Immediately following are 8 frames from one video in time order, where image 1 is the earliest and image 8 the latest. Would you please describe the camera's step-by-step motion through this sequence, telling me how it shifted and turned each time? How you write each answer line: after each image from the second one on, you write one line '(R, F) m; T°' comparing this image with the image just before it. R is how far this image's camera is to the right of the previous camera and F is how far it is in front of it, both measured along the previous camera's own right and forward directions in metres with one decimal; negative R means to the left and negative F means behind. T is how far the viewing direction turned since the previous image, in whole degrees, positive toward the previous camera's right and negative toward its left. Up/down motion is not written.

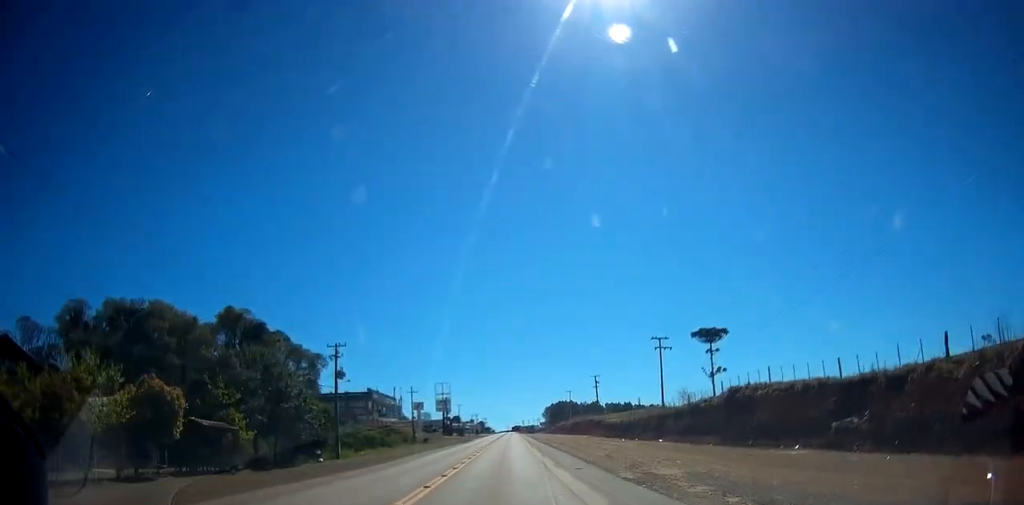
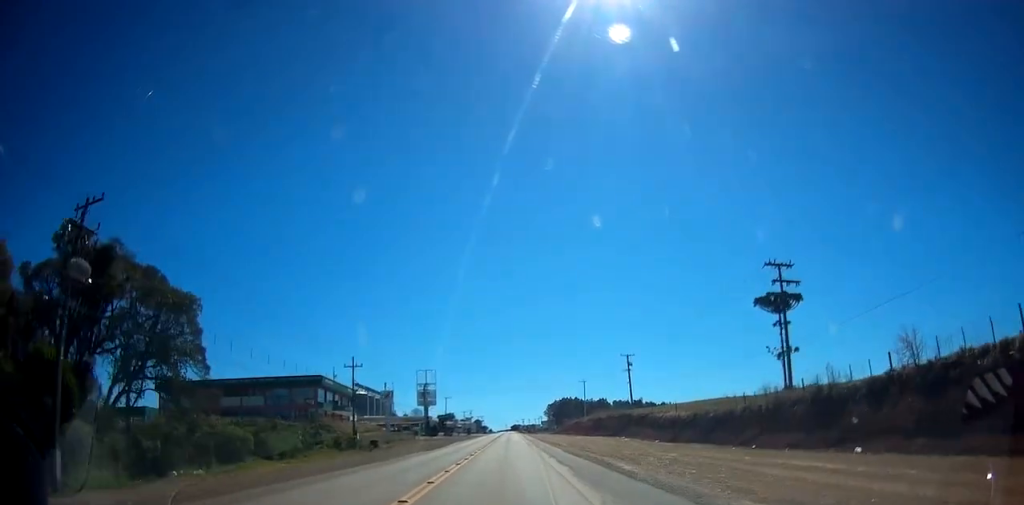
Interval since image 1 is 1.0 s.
(+0.2, +36.8) m; +1°
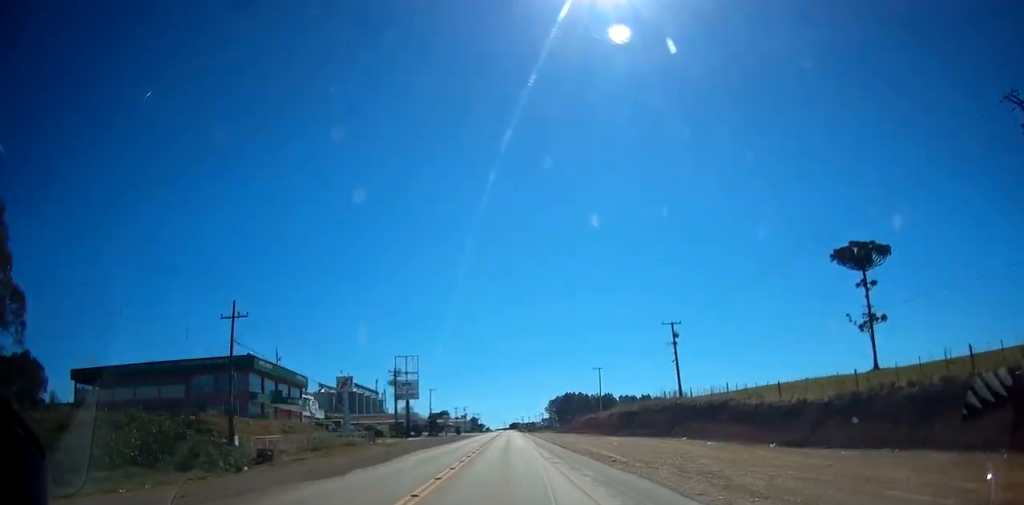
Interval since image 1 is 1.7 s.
(+0.4, +27.9) m; +1°
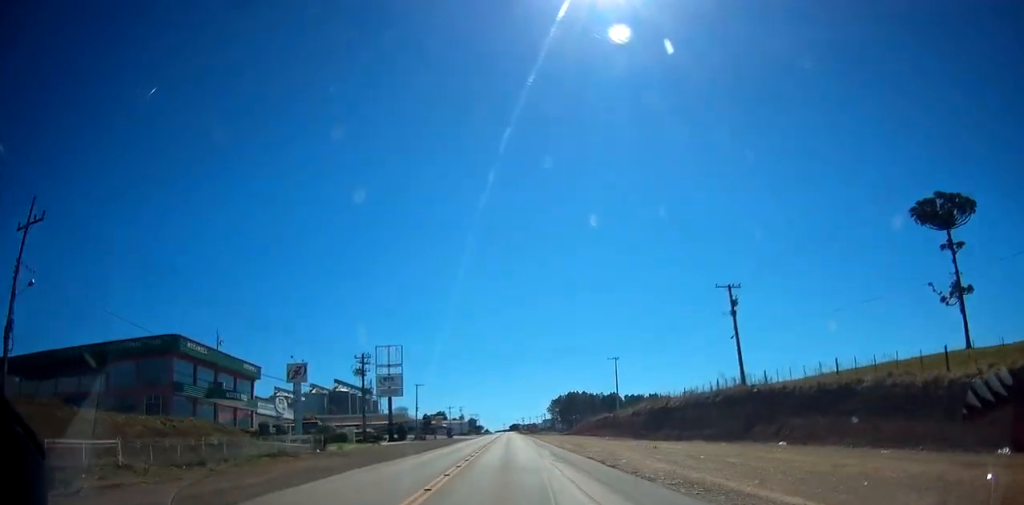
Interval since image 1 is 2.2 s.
(+0.3, +19.0) m; 0°
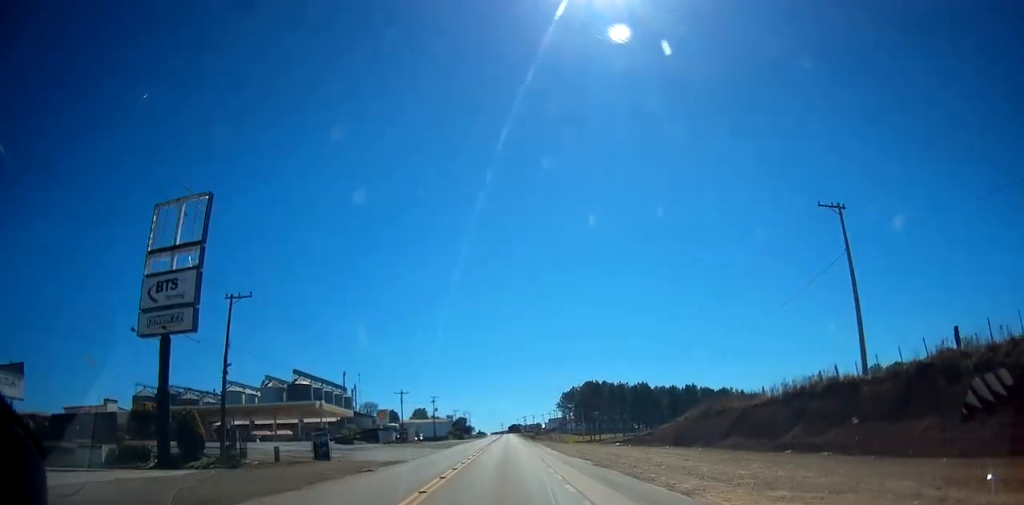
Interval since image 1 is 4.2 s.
(-0.8, +75.1) m; 0°
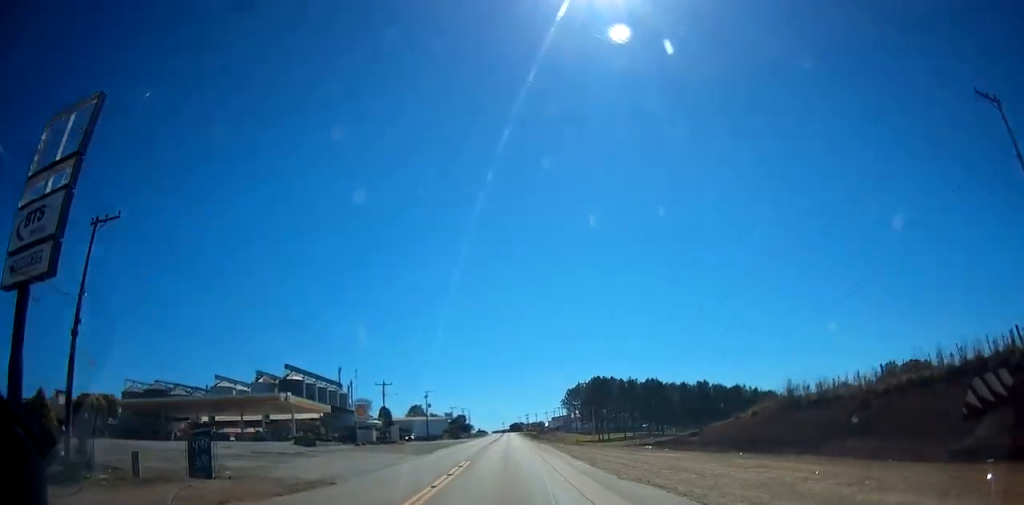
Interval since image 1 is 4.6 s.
(+0.1, +15.0) m; 0°
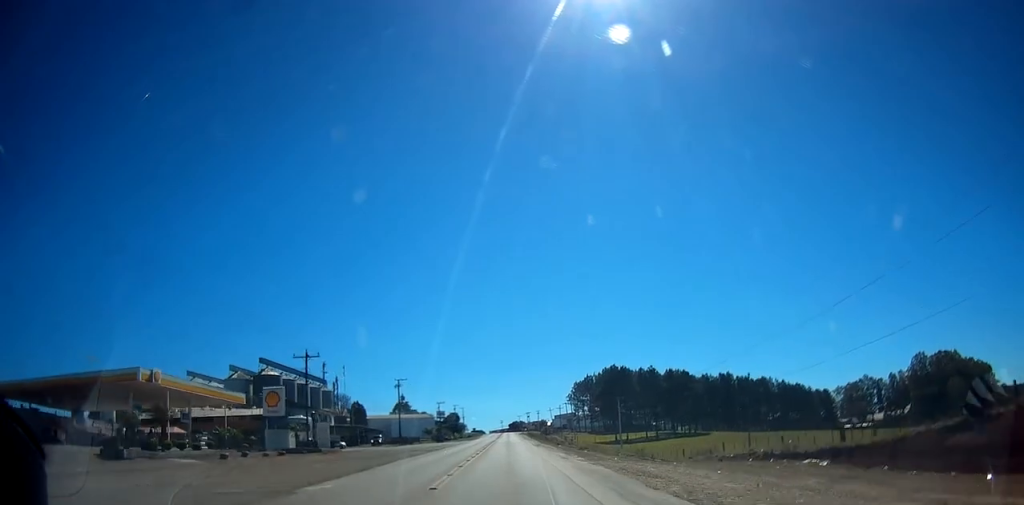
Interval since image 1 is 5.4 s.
(+0.1, +31.1) m; 0°
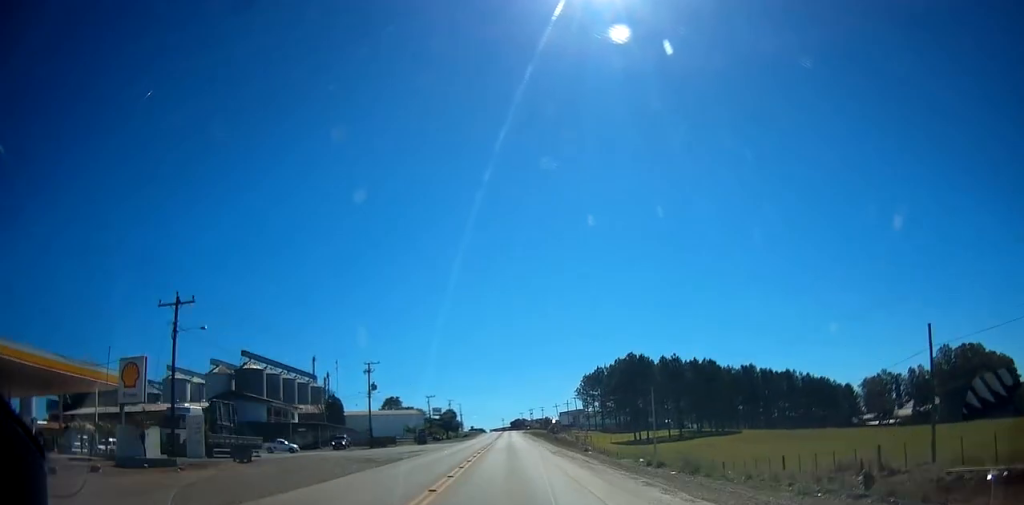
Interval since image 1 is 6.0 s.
(-0.2, +21.7) m; 0°
